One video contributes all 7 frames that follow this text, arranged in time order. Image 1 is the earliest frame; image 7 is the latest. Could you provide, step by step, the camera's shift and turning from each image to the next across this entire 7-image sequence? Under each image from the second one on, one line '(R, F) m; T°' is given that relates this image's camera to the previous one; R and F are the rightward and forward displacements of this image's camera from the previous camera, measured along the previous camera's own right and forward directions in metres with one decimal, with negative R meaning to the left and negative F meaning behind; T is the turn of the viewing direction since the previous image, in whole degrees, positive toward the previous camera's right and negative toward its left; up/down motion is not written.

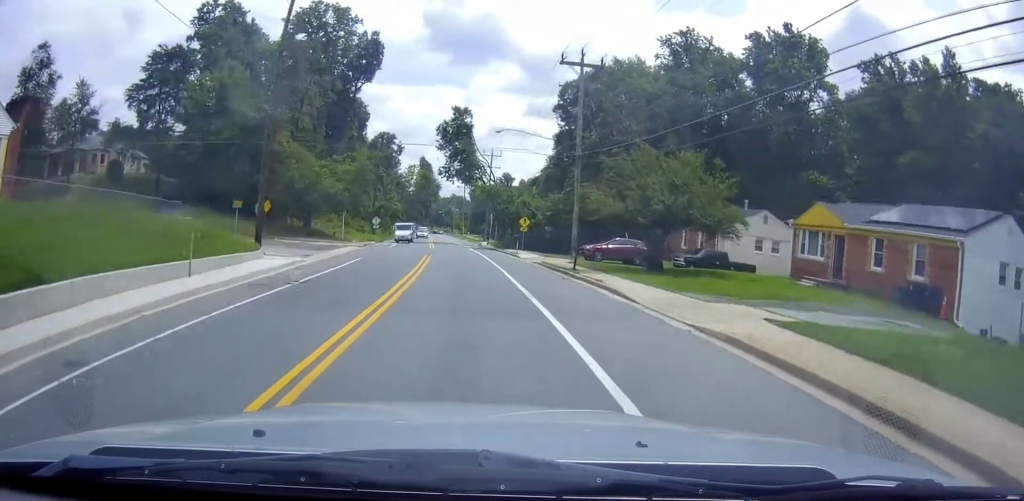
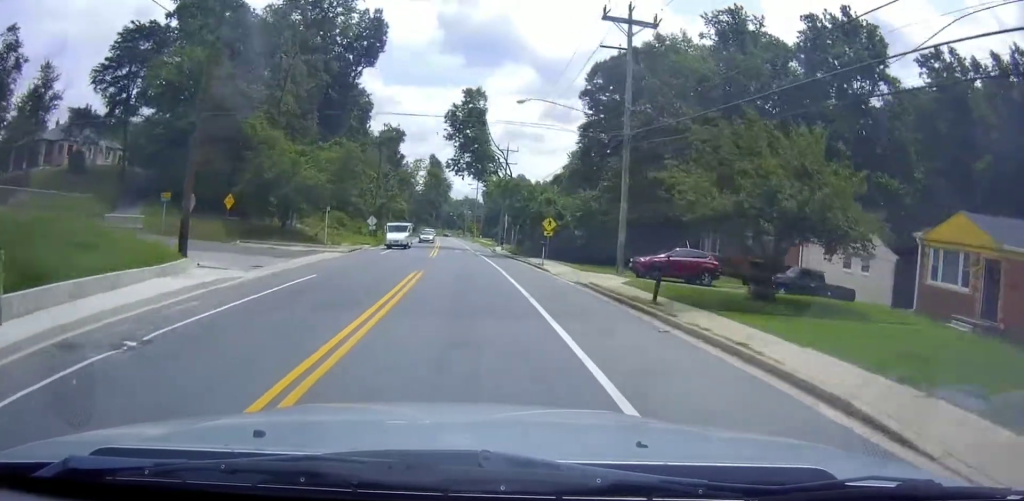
(-0.1, +10.1) m; -2°
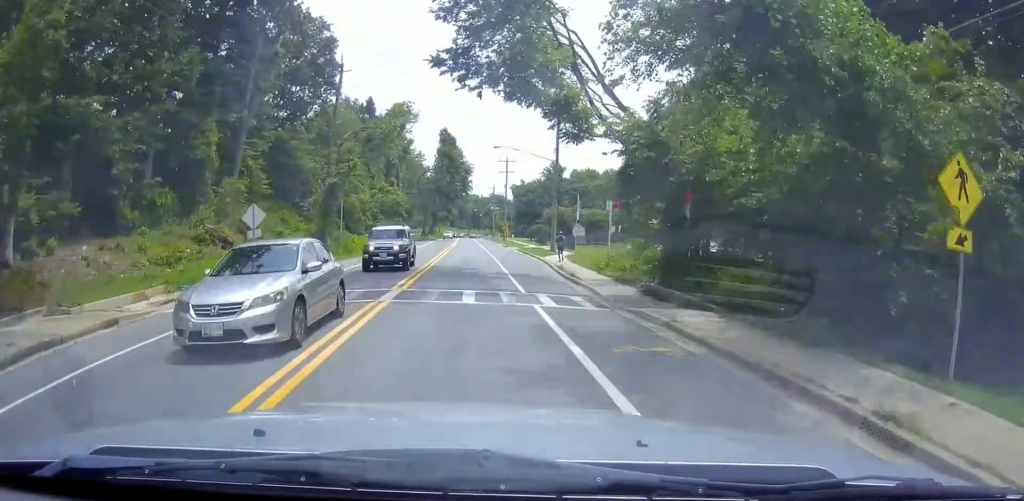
(-1.1, +36.5) m; -2°
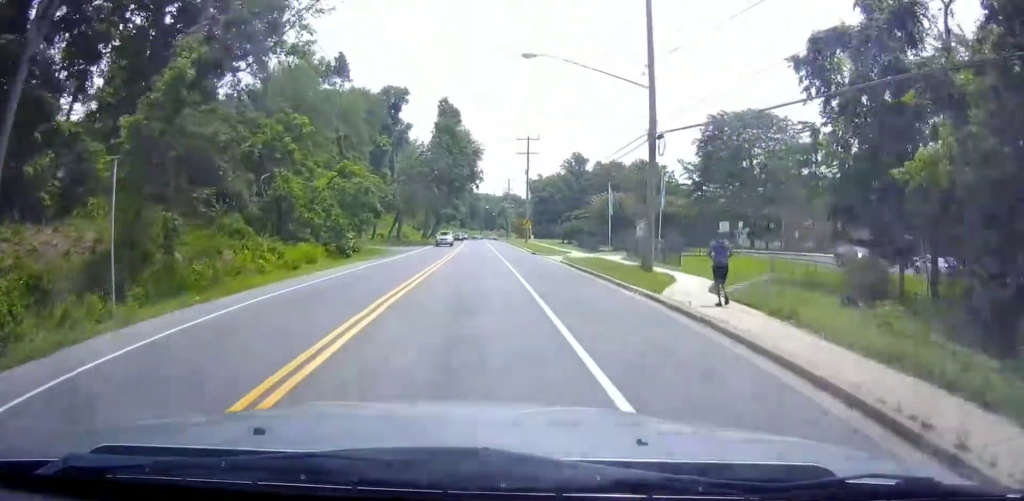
(-0.5, +25.7) m; -1°
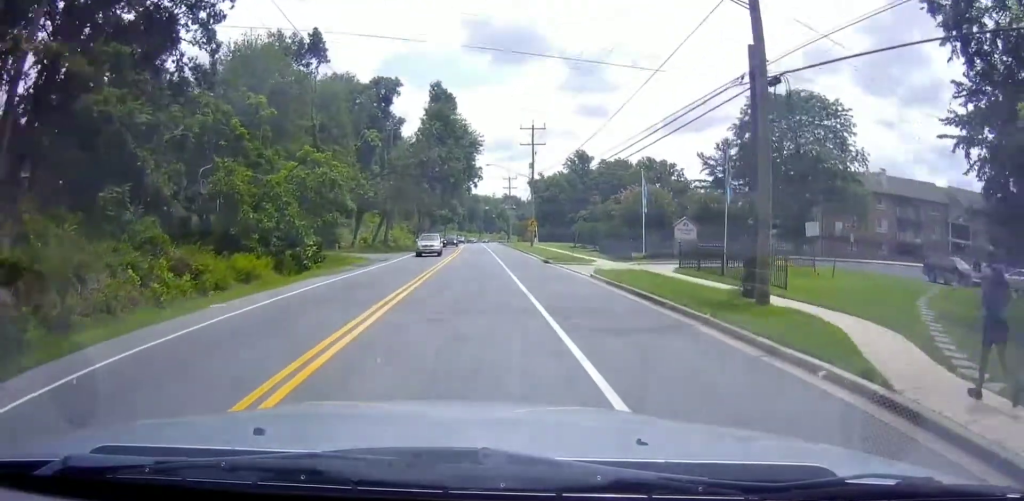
(0.0, +10.0) m; 0°
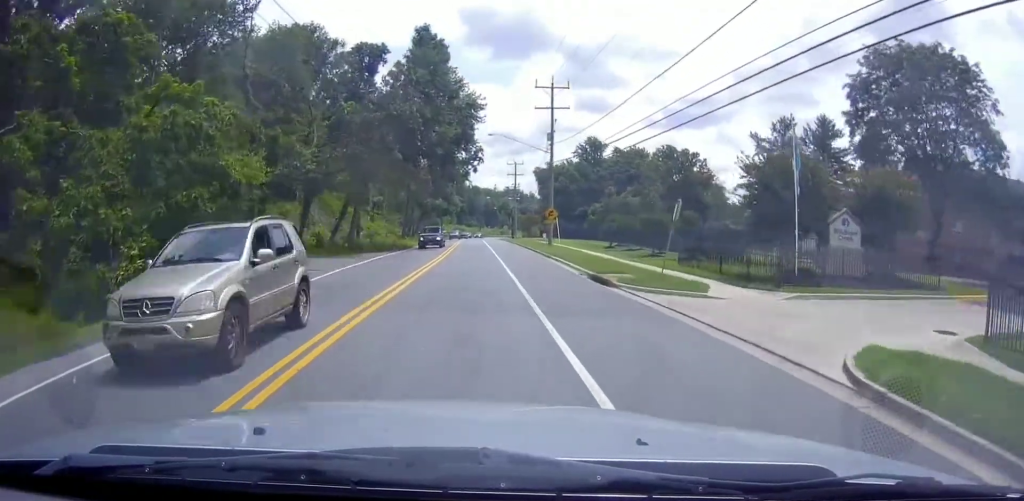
(-0.1, +18.5) m; -1°
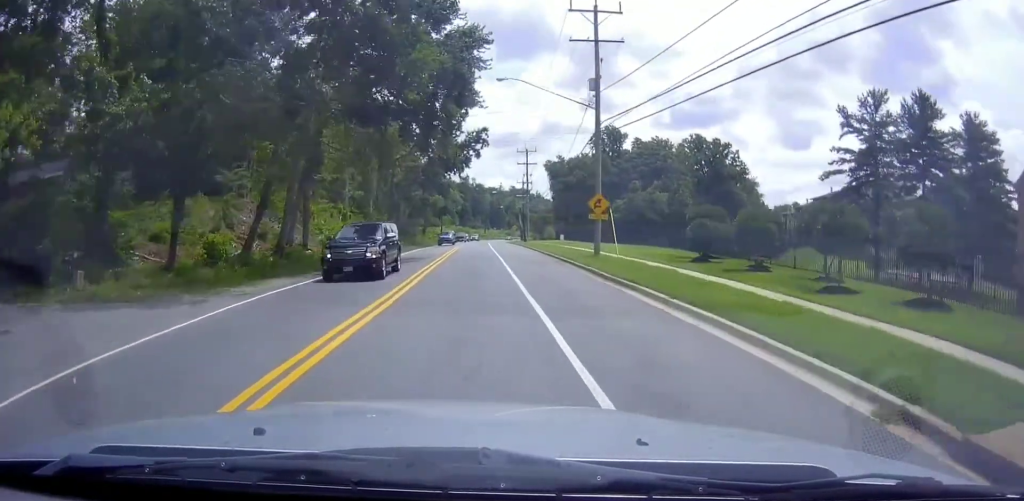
(0.0, +19.1) m; +1°
